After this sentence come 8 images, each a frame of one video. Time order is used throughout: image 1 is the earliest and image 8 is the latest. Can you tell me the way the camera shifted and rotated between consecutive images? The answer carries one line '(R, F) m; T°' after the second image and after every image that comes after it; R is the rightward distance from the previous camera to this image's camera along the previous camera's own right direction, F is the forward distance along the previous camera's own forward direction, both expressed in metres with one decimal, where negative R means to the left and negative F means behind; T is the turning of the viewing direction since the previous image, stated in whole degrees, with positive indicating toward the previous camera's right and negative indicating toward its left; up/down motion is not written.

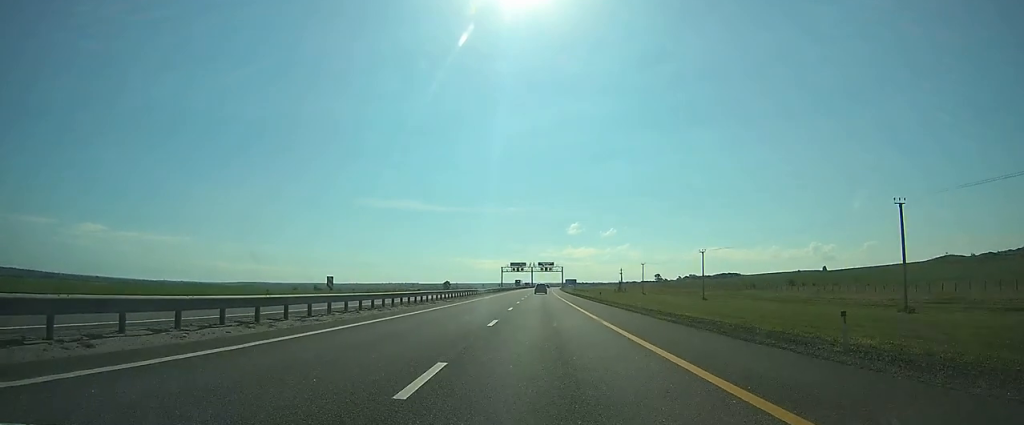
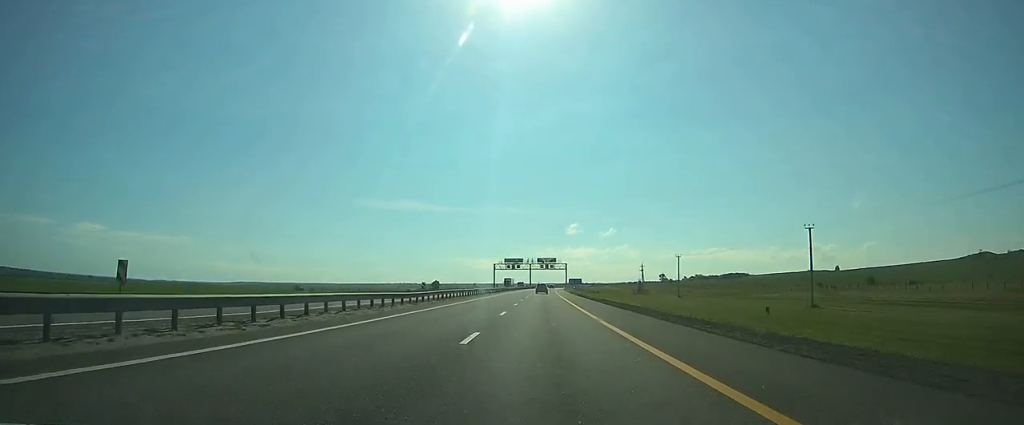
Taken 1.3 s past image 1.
(0.0, +41.4) m; 0°
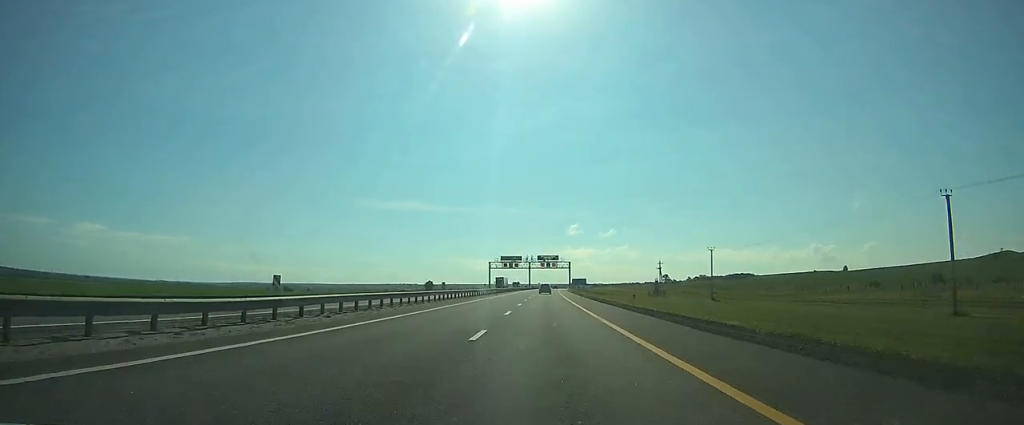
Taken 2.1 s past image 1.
(0.0, +22.7) m; 0°
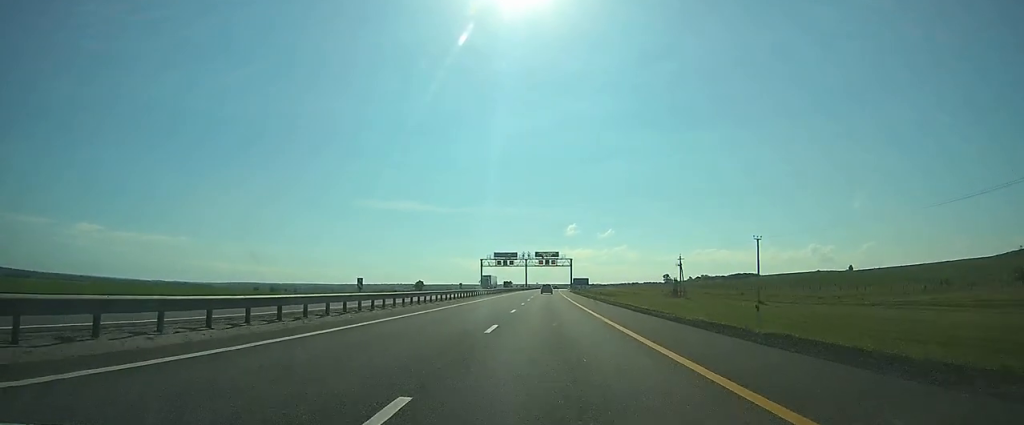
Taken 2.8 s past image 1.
(0.0, +21.6) m; 0°
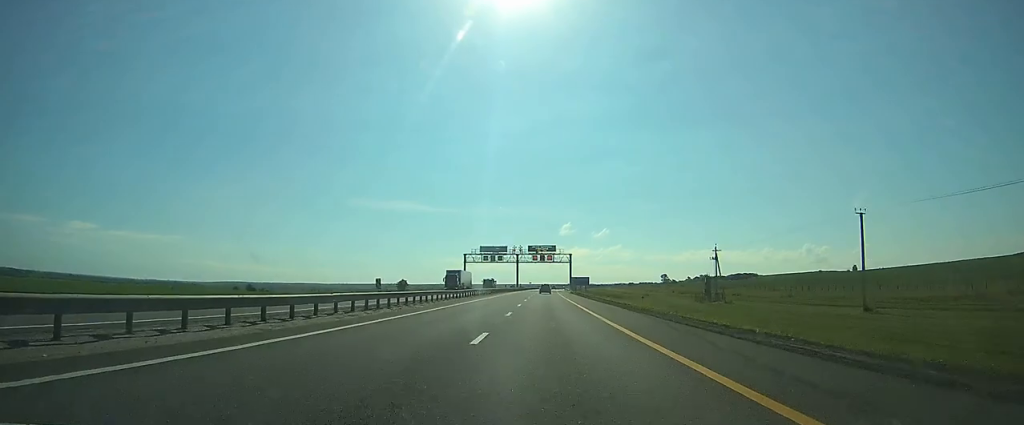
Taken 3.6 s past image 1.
(+0.1, +26.6) m; 0°
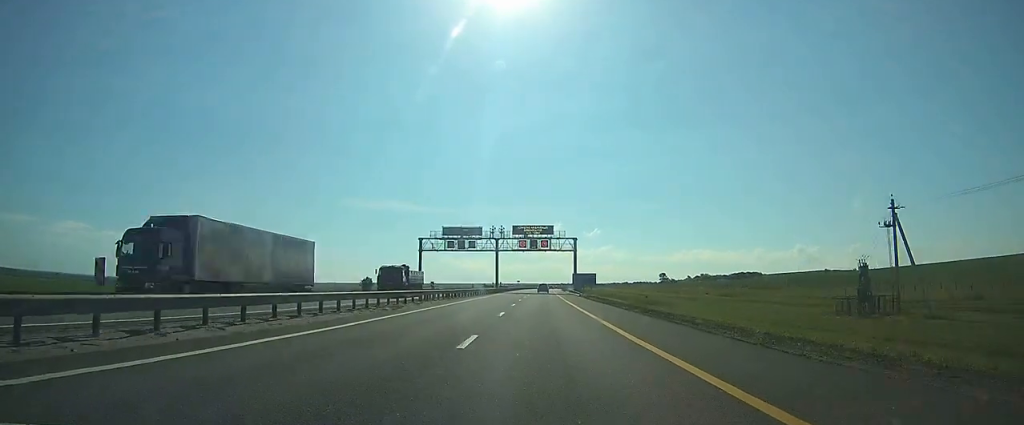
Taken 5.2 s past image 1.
(+0.3, +47.9) m; +1°
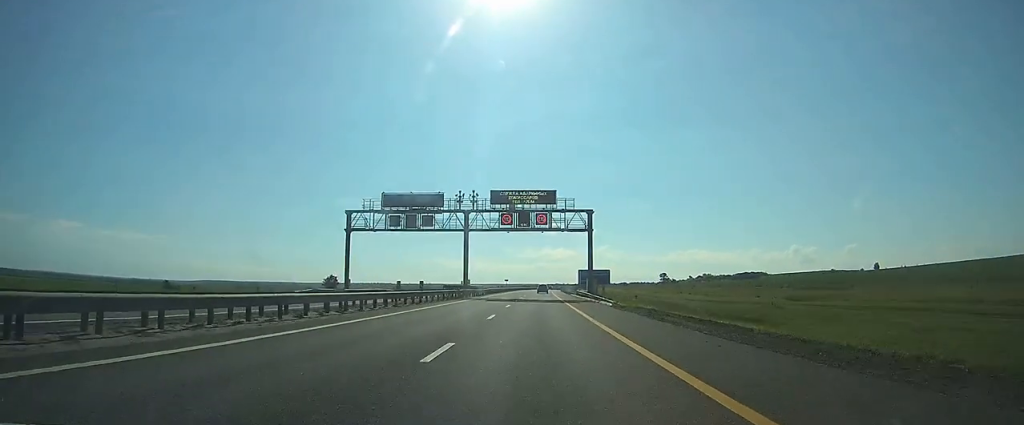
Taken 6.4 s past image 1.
(+0.2, +37.5) m; +1°
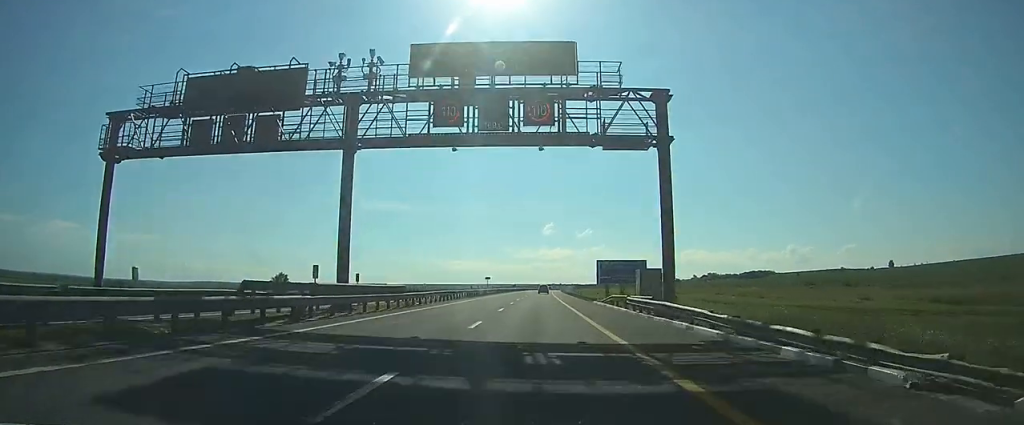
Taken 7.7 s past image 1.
(+0.1, +39.4) m; 0°
